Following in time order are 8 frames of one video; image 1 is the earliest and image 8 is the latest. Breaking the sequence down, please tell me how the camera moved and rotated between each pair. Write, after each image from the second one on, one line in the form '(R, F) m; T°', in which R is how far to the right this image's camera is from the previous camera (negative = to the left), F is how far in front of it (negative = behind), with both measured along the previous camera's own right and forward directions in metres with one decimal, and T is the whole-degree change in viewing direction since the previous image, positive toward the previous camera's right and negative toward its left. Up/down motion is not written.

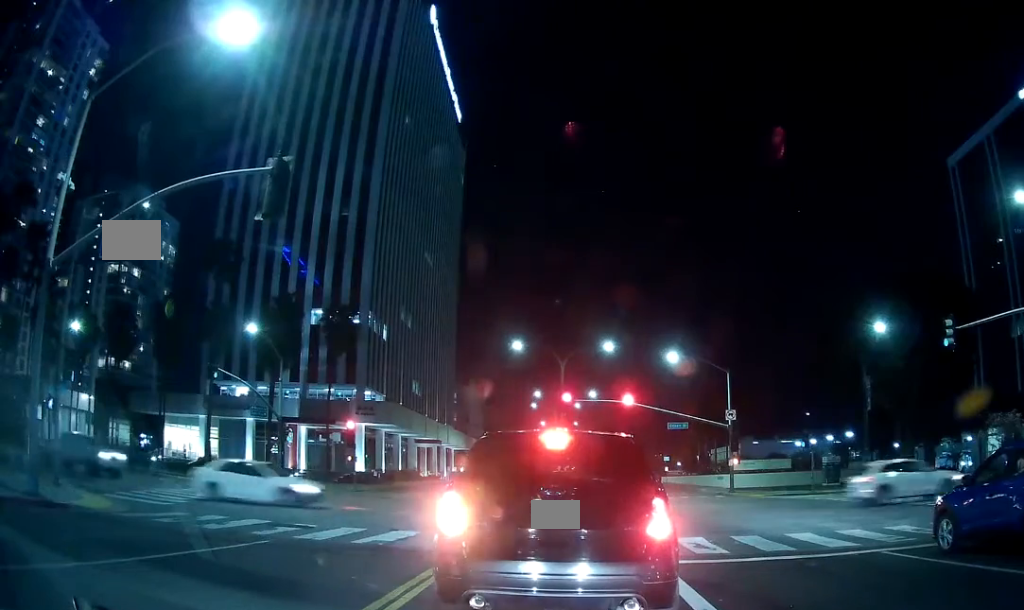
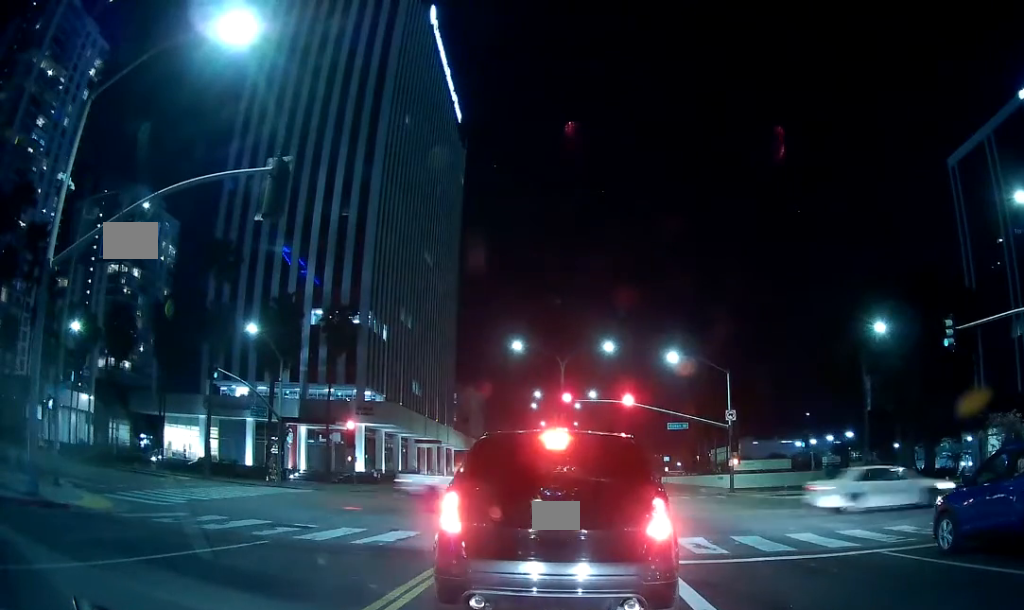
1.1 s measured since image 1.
(0.0, 0.0) m; 0°
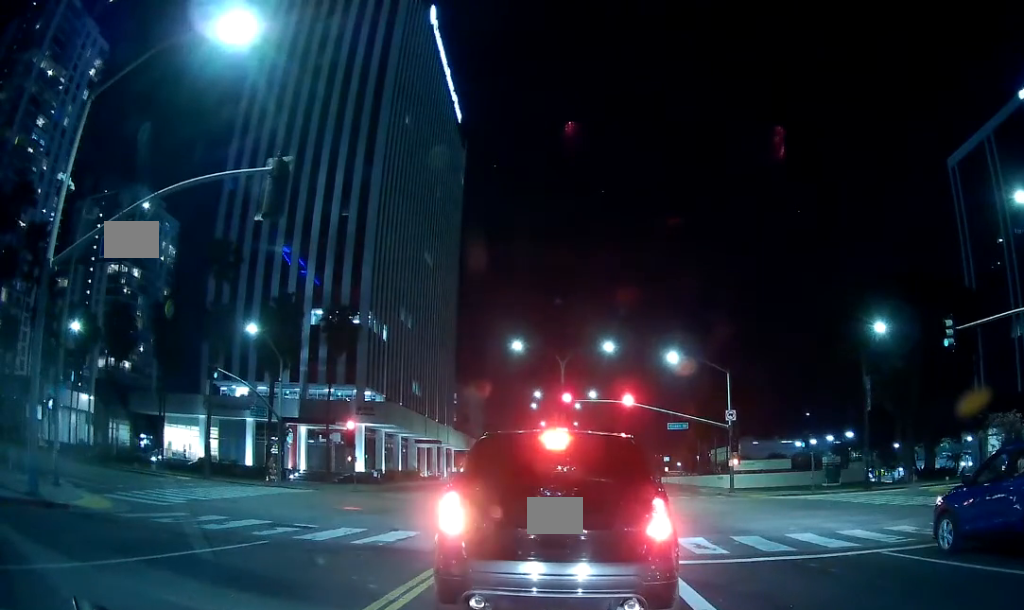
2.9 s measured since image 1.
(0.0, 0.0) m; 0°
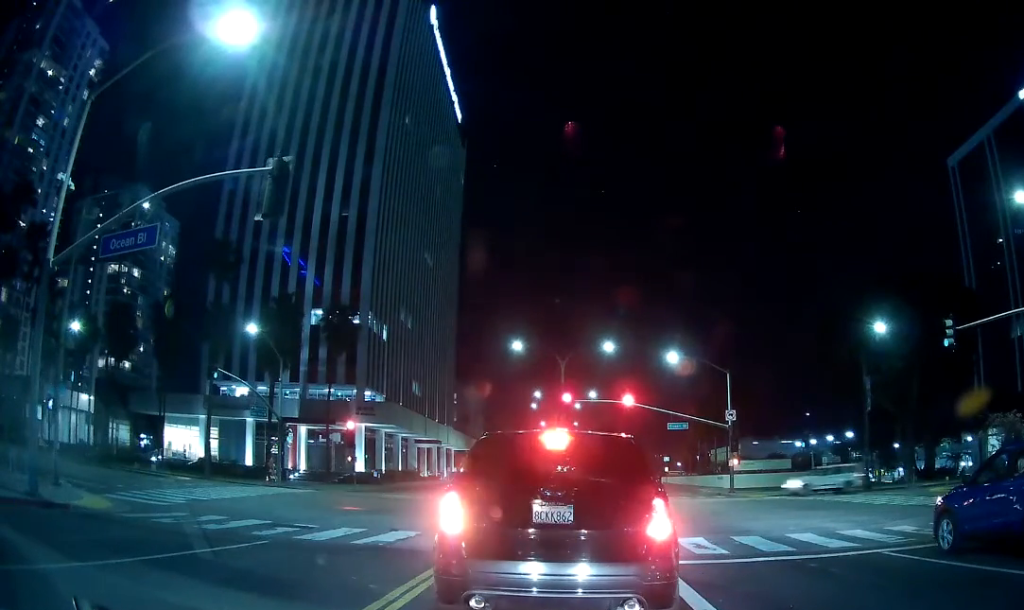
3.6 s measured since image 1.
(0.0, 0.0) m; 0°
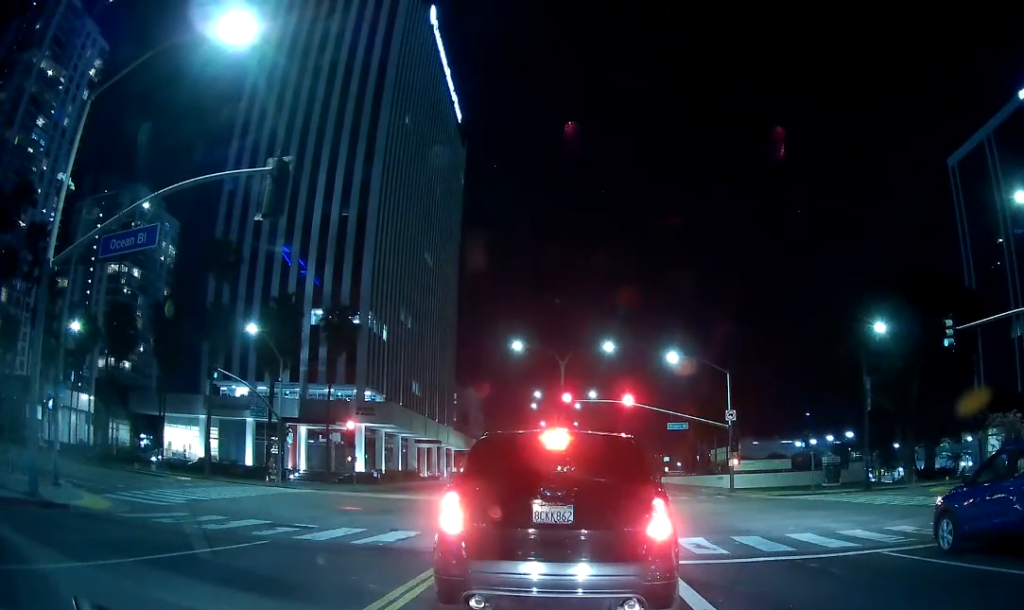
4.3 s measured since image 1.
(0.0, 0.0) m; 0°
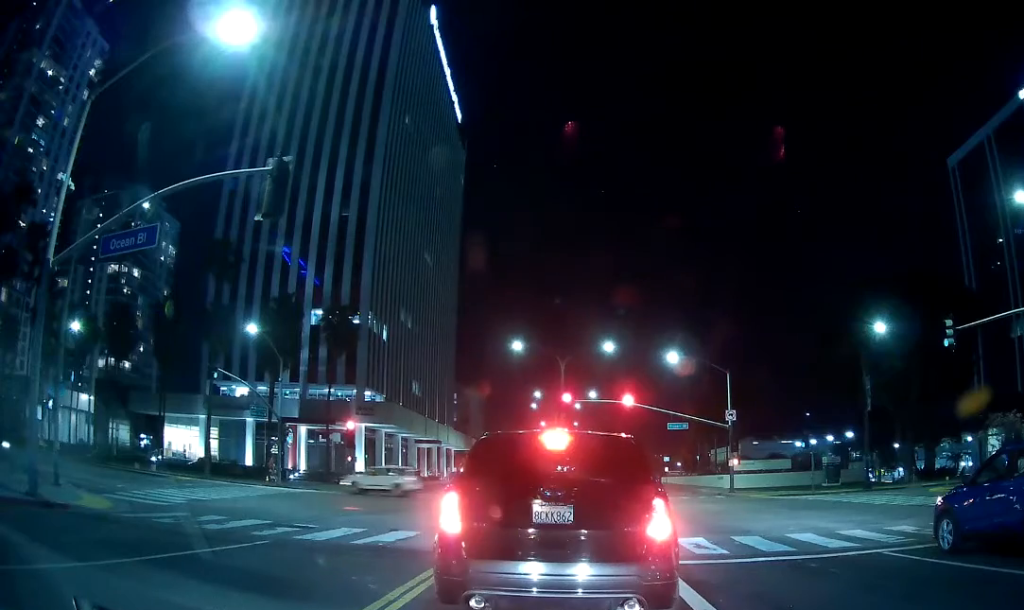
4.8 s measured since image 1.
(0.0, 0.0) m; 0°
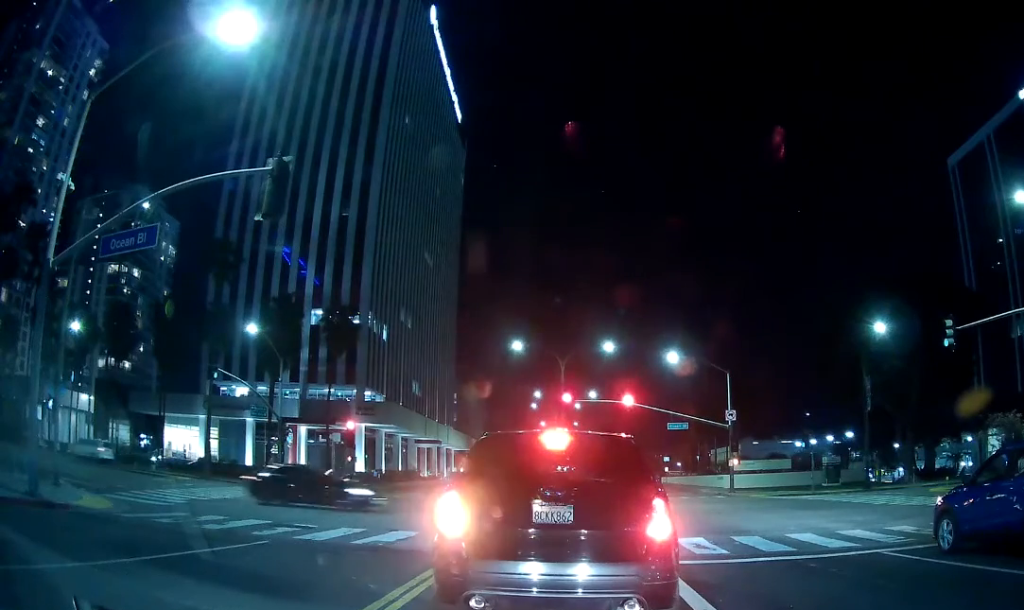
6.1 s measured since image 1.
(0.0, 0.0) m; 0°
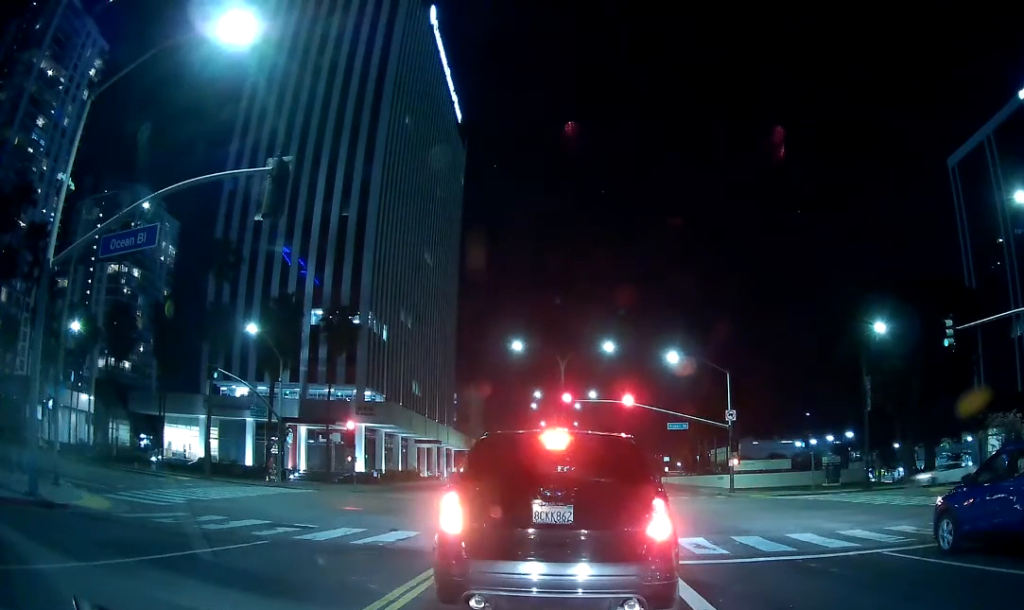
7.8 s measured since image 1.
(0.0, 0.0) m; 0°
